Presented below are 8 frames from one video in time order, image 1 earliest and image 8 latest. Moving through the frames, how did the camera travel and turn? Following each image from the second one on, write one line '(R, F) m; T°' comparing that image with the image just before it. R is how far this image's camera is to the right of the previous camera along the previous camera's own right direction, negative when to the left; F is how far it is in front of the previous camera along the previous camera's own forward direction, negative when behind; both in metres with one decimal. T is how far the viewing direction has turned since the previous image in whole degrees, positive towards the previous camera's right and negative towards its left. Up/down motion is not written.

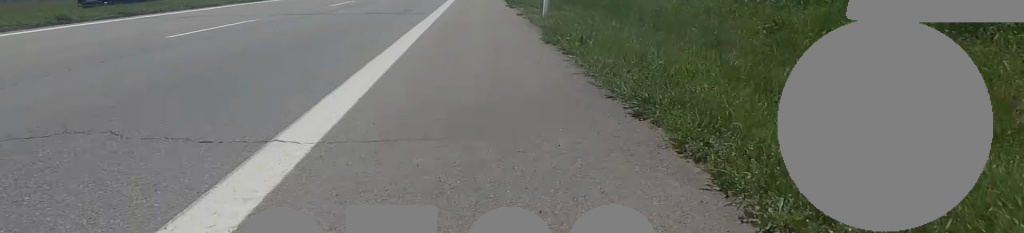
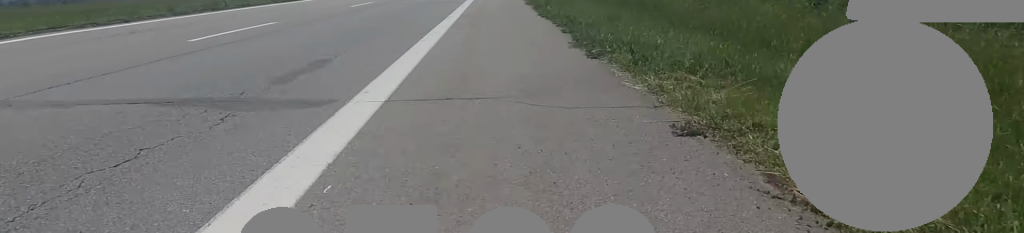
(+0.1, +9.2) m; -1°
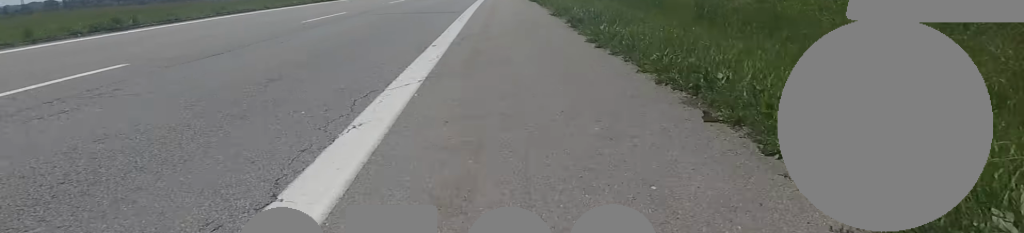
(-0.5, +4.8) m; -1°
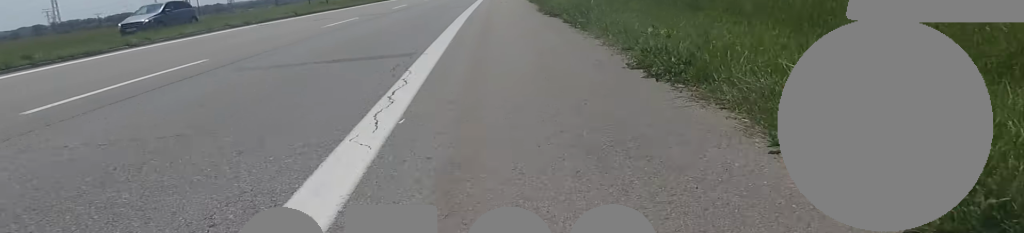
(+0.6, +6.9) m; +1°
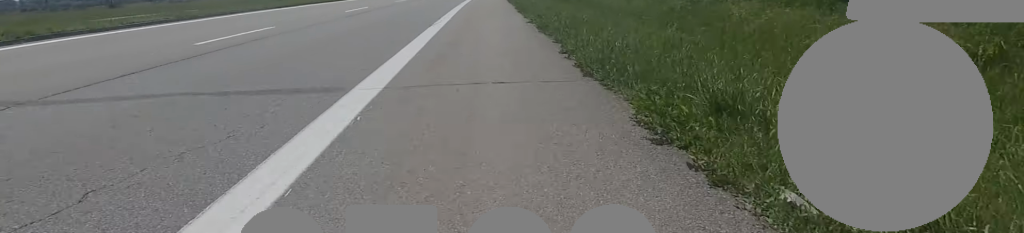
(0.0, +14.9) m; +1°
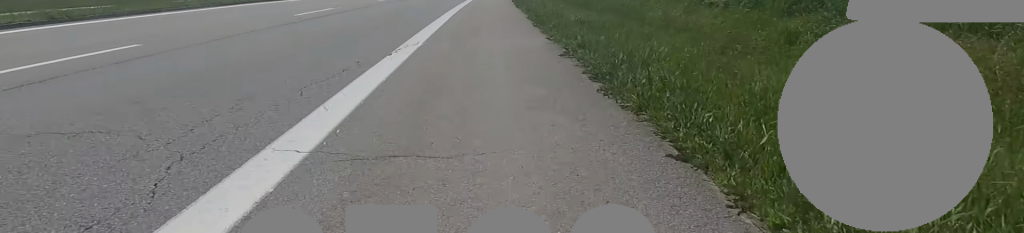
(+0.4, +5.0) m; 0°
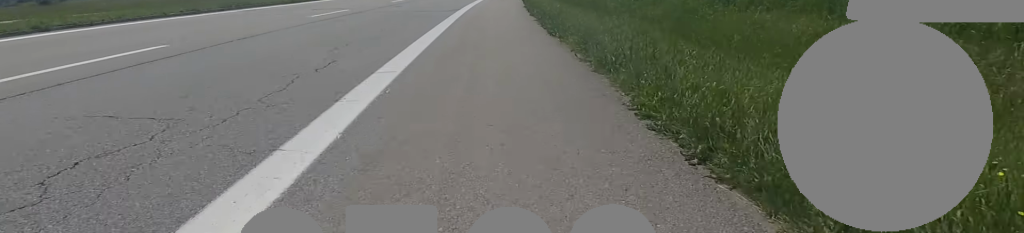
(-0.6, +9.0) m; -1°
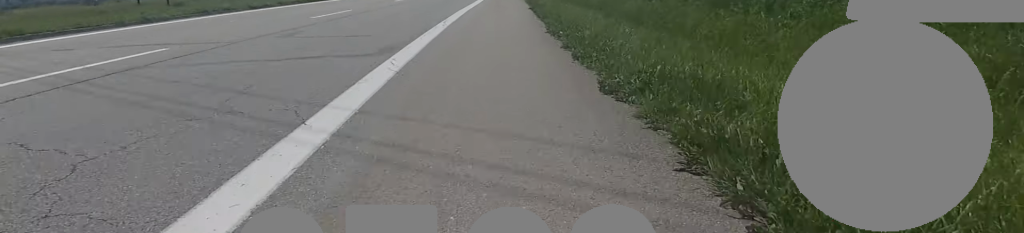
(+0.4, +8.9) m; +4°
